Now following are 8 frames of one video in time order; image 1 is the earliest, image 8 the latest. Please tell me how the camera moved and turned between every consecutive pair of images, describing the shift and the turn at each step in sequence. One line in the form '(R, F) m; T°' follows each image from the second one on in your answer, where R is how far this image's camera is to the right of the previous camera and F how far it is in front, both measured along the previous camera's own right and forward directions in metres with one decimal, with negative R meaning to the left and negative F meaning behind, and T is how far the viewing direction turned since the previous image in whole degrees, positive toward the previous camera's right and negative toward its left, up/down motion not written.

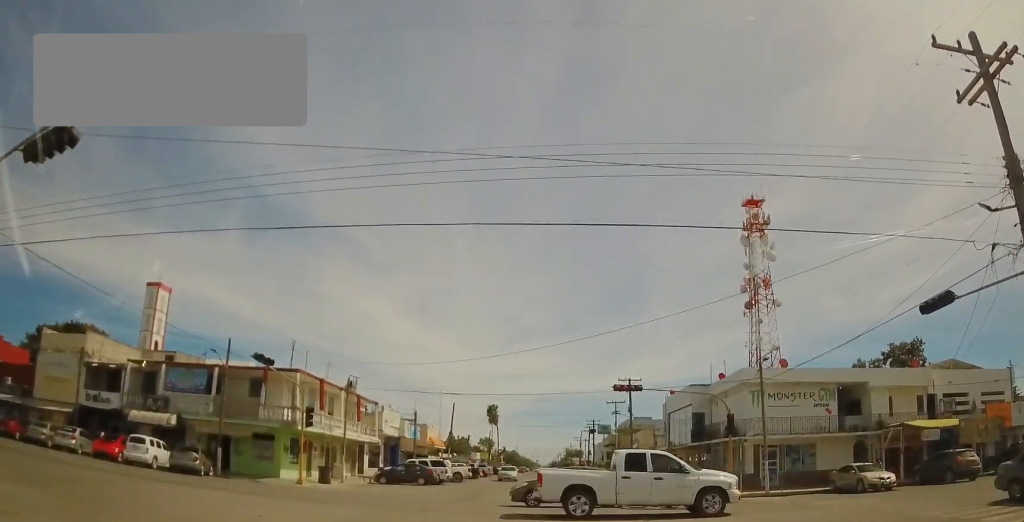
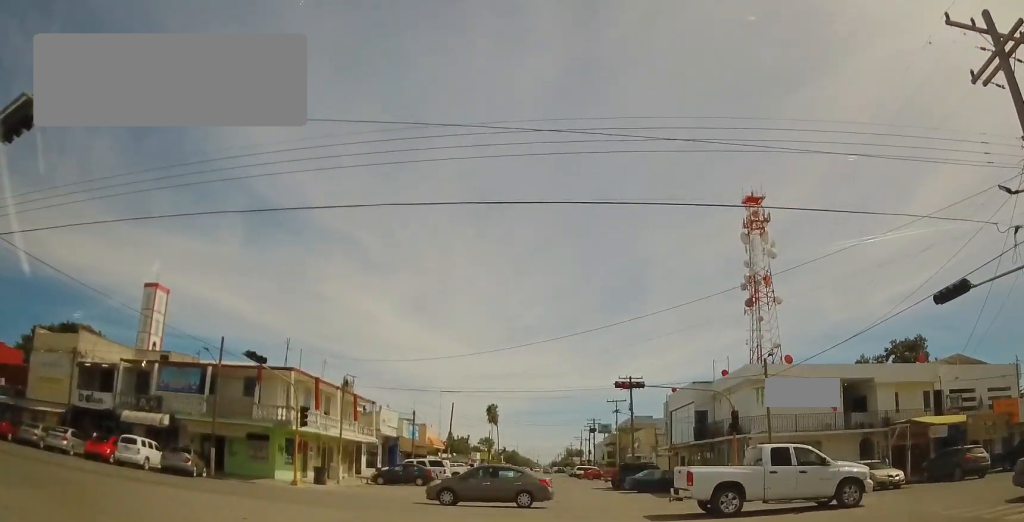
(0.0, +0.8) m; 0°
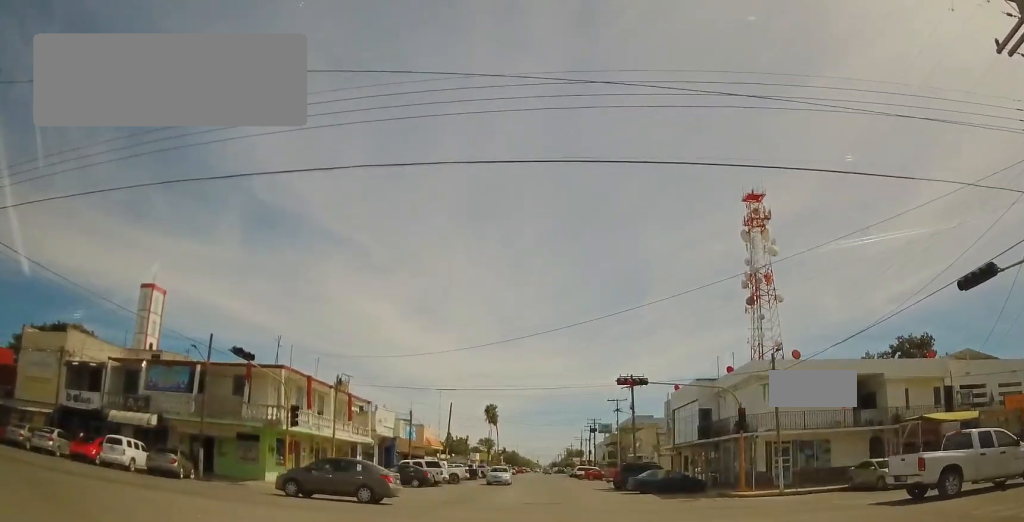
(0.0, +1.4) m; 0°
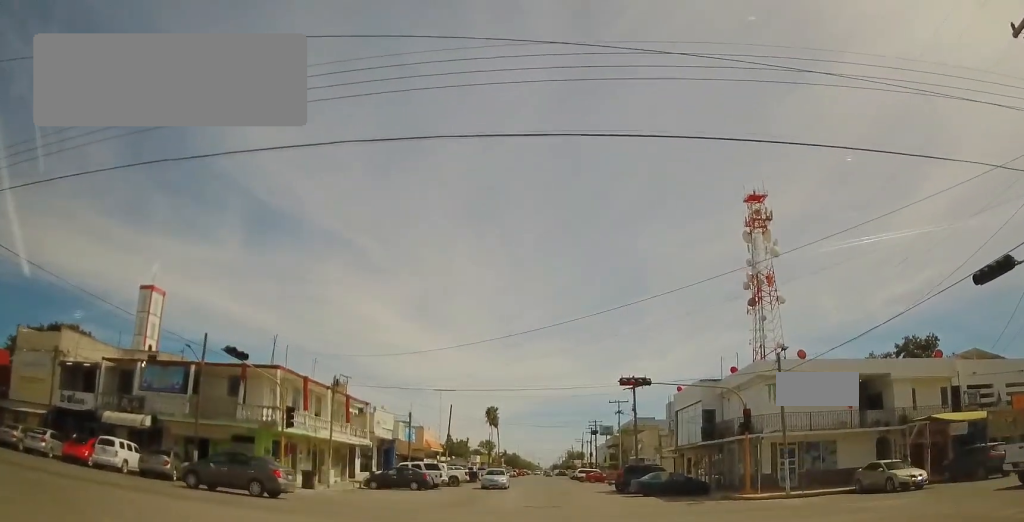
(0.0, +0.9) m; 0°
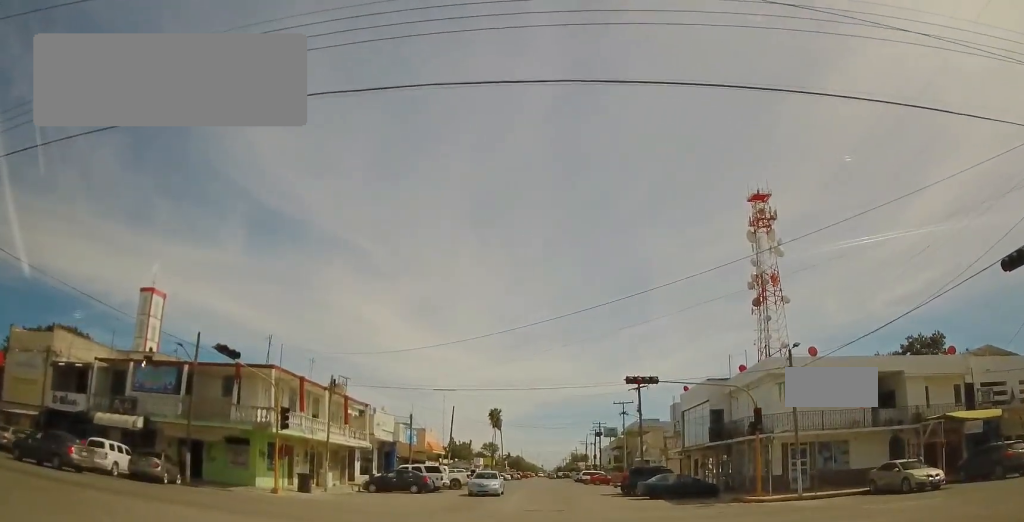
(0.0, +1.6) m; 0°
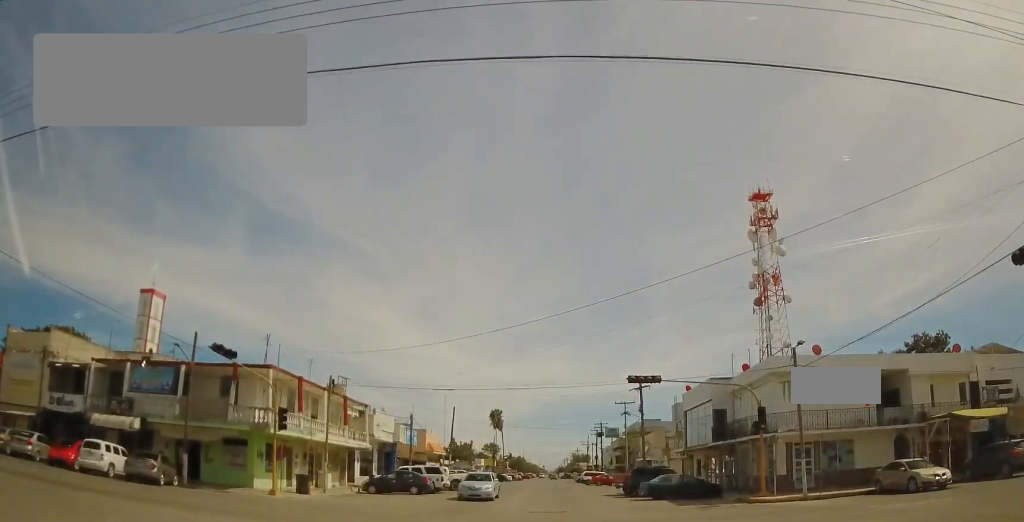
(0.0, +0.8) m; 0°
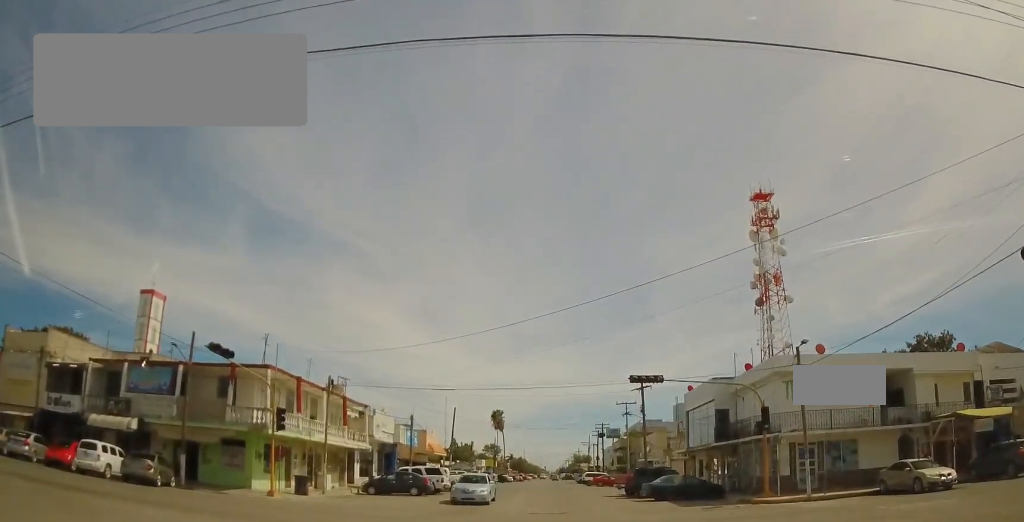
(0.0, +0.5) m; 0°
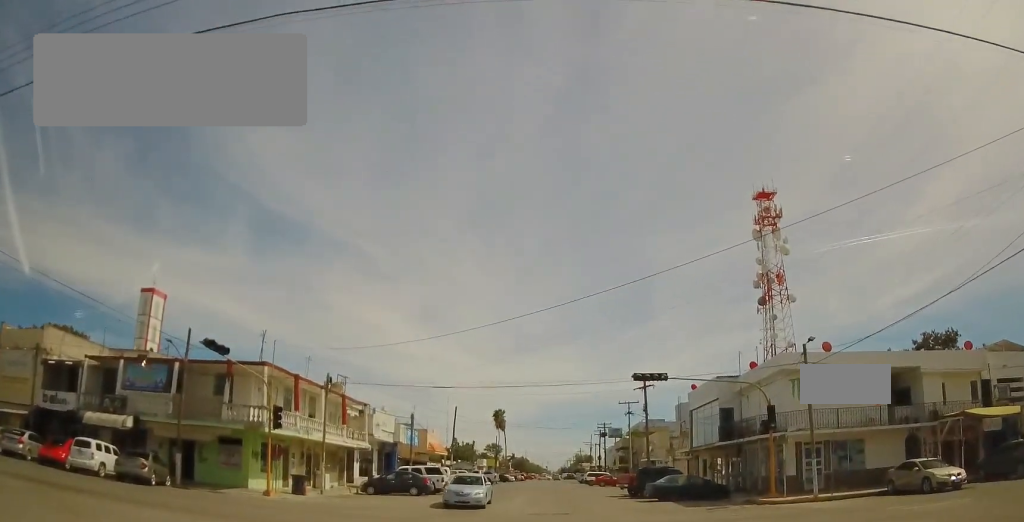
(-0.3, +0.4) m; 0°
